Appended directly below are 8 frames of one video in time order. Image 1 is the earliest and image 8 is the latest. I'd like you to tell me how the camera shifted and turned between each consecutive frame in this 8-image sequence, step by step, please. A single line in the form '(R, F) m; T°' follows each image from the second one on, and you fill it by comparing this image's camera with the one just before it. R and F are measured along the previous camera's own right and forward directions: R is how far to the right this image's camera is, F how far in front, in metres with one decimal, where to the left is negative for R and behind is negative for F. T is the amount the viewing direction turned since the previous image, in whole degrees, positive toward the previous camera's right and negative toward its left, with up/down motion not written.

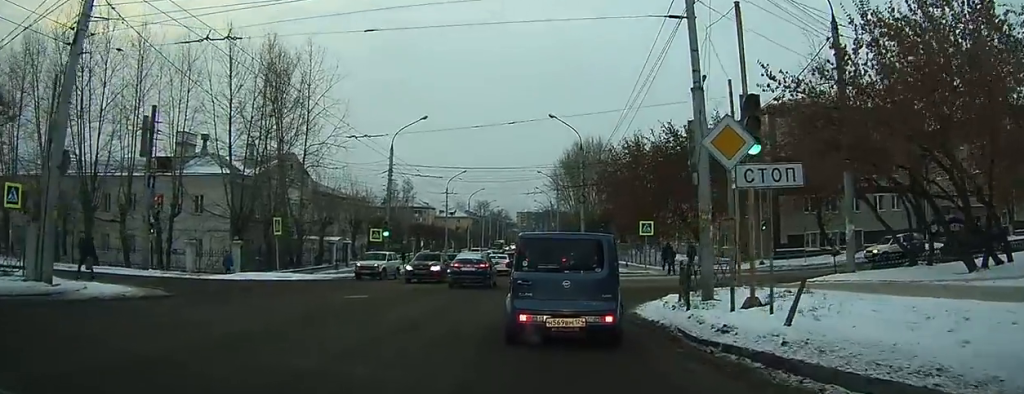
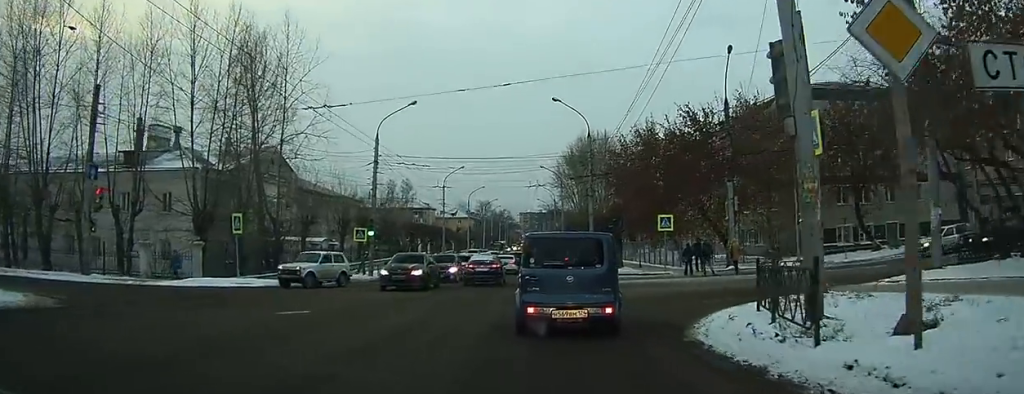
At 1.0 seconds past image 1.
(0.0, +4.8) m; 0°
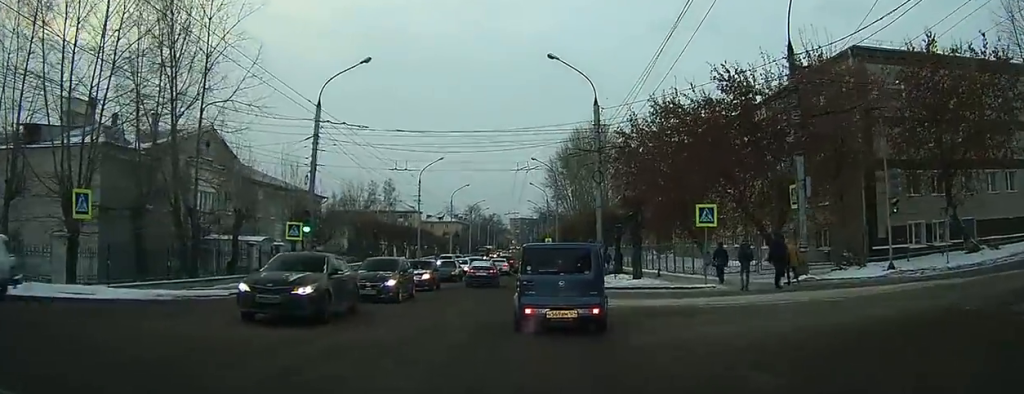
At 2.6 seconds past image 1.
(+0.1, +9.9) m; +1°
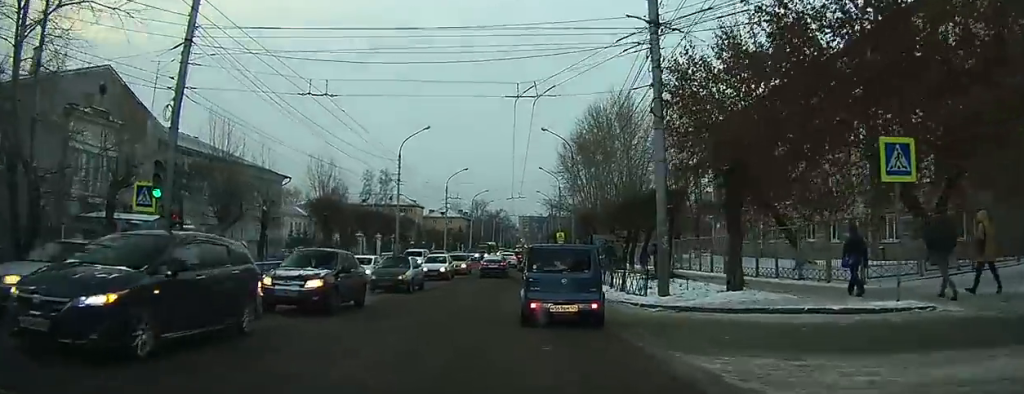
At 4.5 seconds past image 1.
(0.0, +14.7) m; -2°
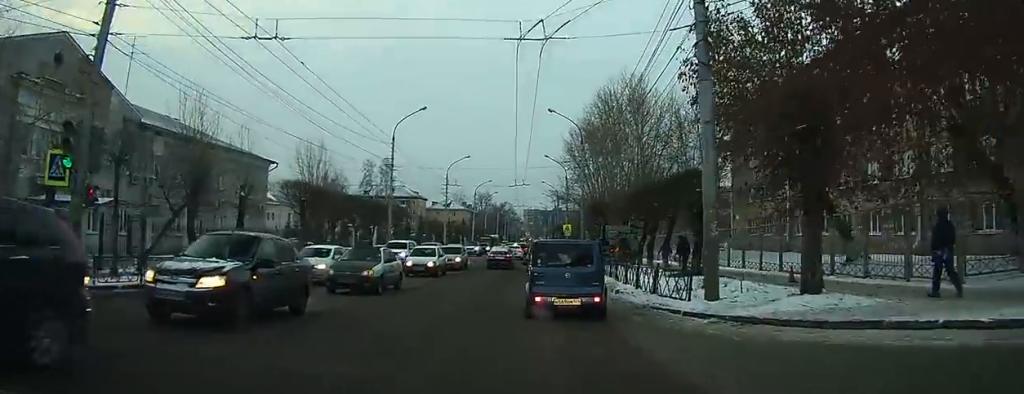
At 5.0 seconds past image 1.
(-0.1, +4.5) m; -2°
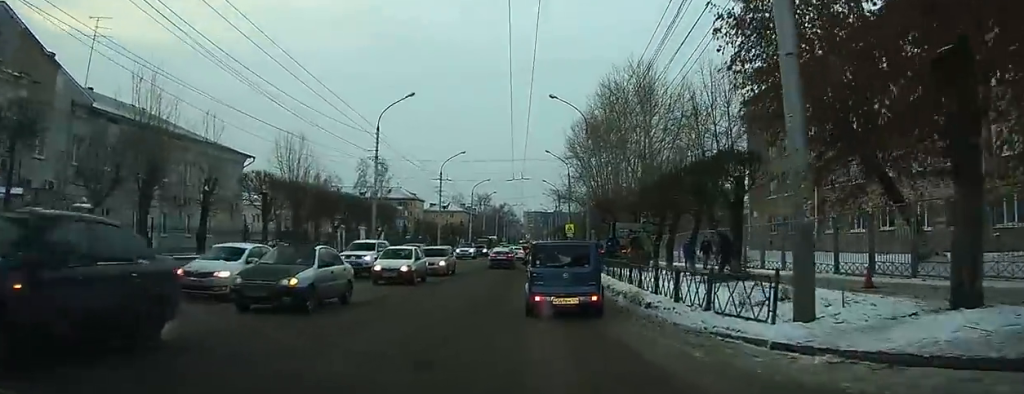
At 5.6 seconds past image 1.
(-0.1, +4.7) m; -1°
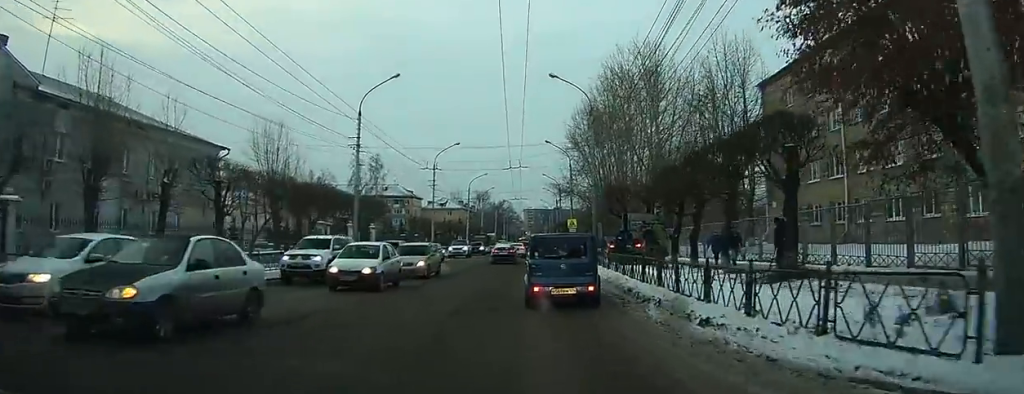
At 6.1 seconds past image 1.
(0.0, +4.1) m; -1°
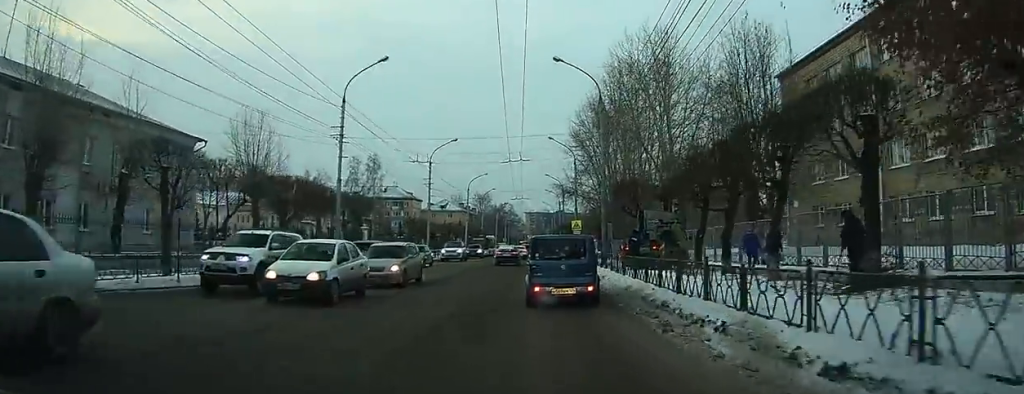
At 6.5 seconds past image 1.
(0.0, +3.4) m; 0°
